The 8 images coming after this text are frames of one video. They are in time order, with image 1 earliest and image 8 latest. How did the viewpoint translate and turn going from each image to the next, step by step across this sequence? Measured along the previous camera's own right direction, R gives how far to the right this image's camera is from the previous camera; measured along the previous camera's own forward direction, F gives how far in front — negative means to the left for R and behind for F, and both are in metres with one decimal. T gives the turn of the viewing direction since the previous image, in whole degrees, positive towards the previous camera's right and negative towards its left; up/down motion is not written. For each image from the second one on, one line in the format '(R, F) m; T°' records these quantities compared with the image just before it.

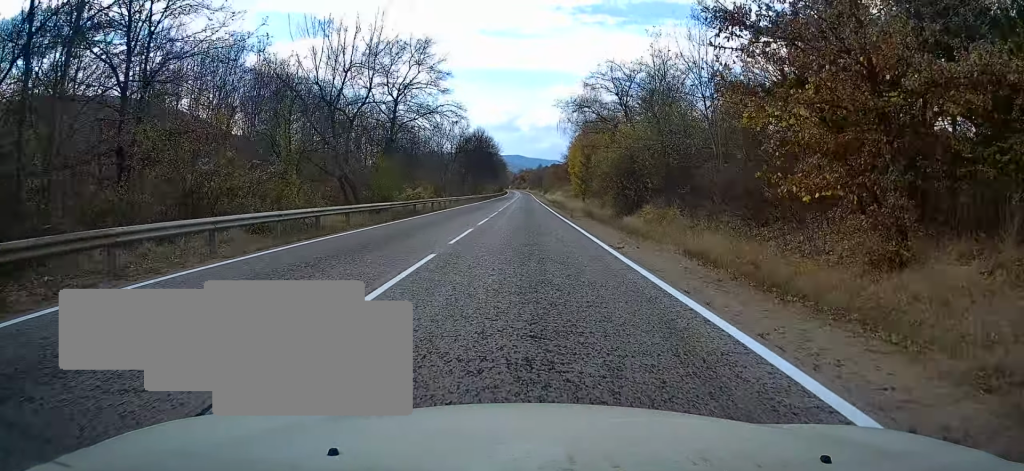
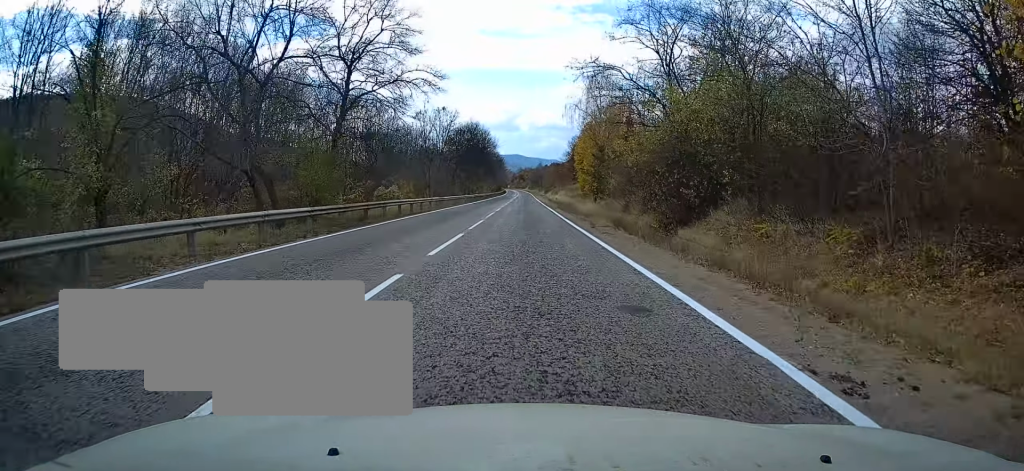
(+0.1, +12.2) m; 0°
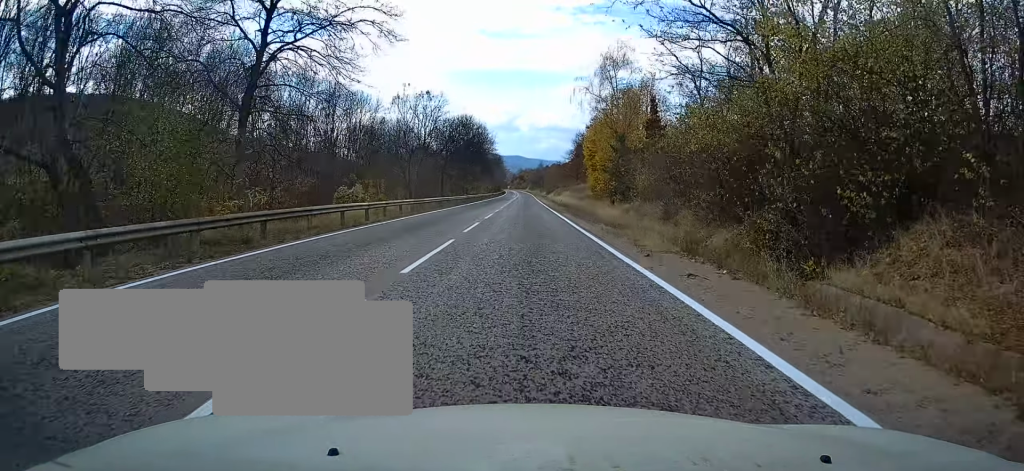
(0.0, +11.3) m; 0°
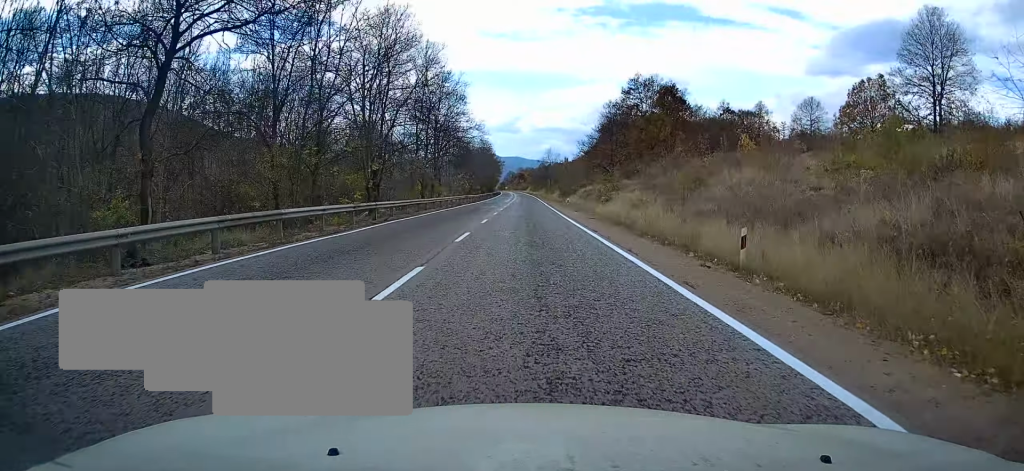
(+1.0, +60.0) m; +1°
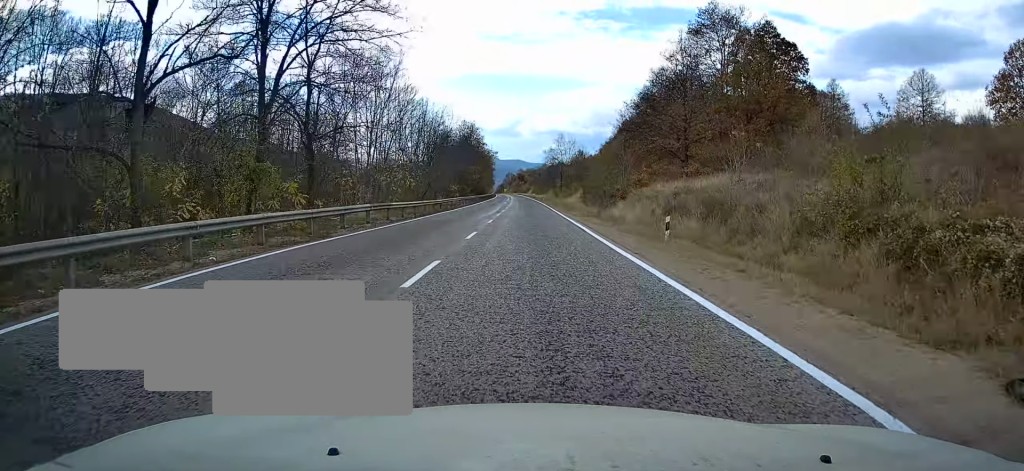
(-1.0, +43.2) m; -1°
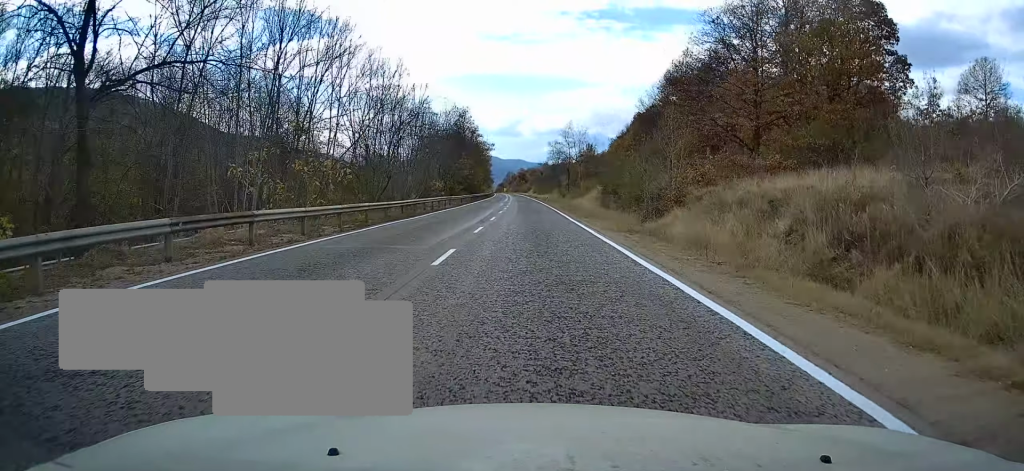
(+0.1, +16.0) m; 0°
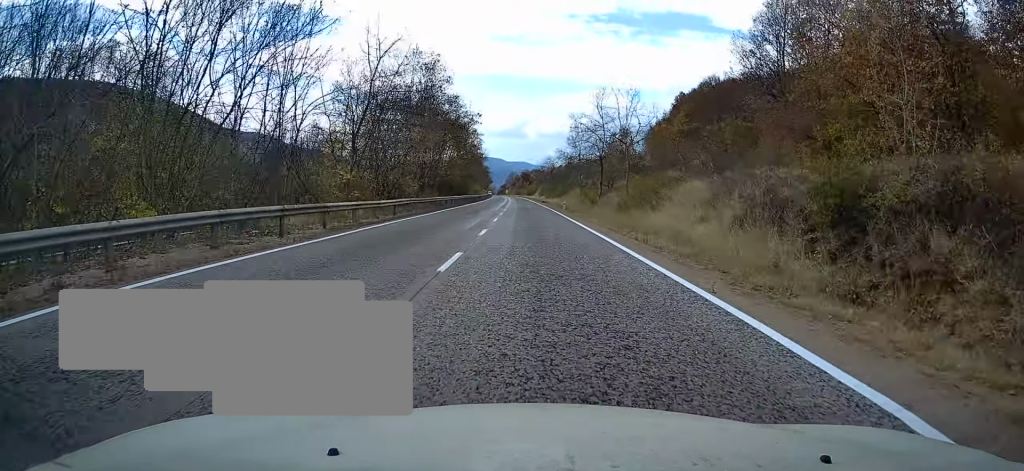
(+0.3, +36.6) m; 0°
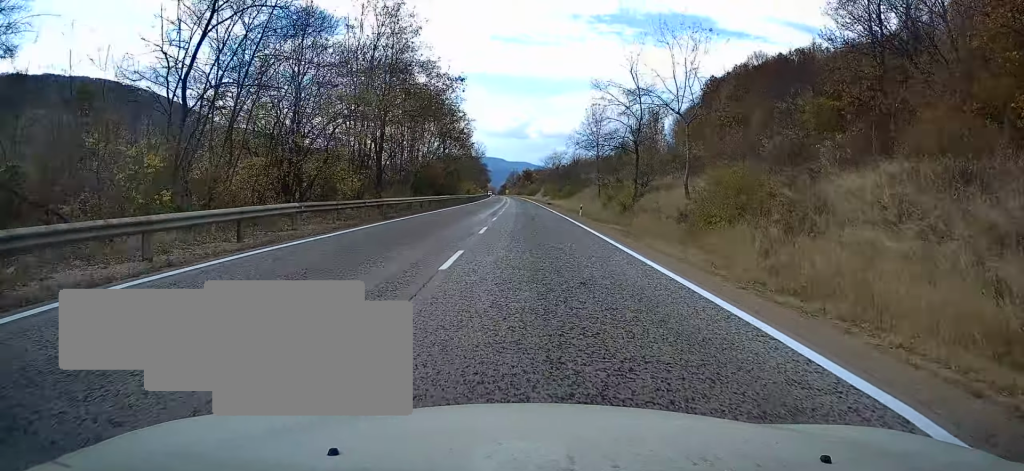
(0.0, +17.8) m; 0°
